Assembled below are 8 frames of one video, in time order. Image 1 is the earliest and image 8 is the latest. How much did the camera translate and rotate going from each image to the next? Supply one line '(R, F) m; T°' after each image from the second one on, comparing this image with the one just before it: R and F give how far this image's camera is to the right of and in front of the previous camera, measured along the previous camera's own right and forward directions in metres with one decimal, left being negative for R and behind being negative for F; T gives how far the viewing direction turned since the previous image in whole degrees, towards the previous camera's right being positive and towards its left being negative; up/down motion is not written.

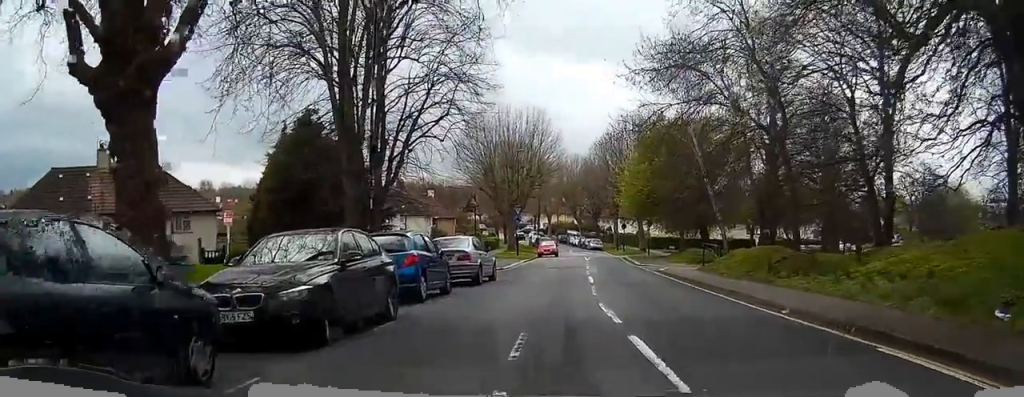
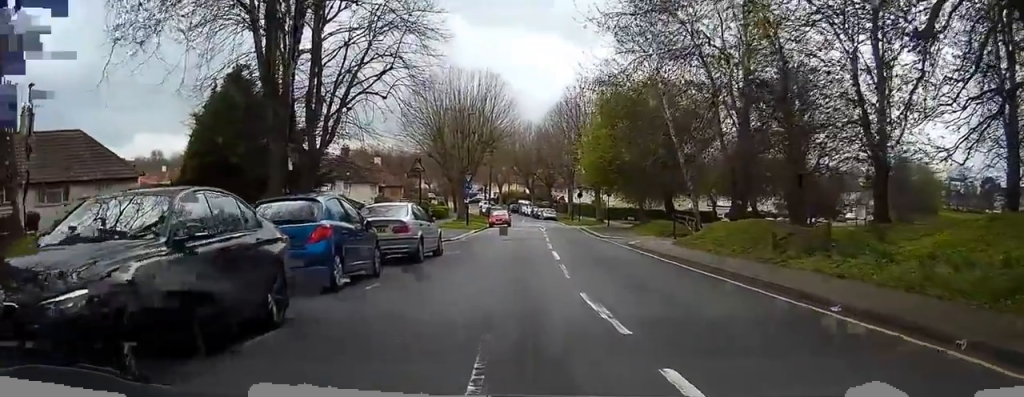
(0.0, +4.9) m; +2°
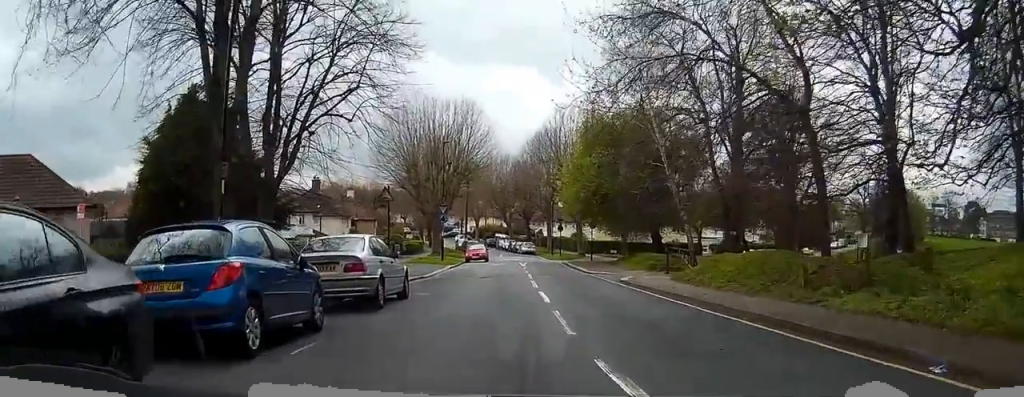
(+0.1, +3.1) m; +2°
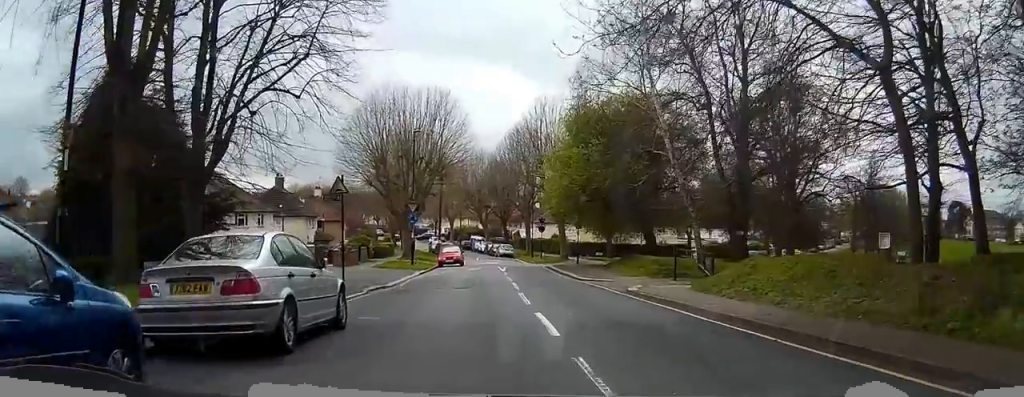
(+0.1, +5.4) m; +3°
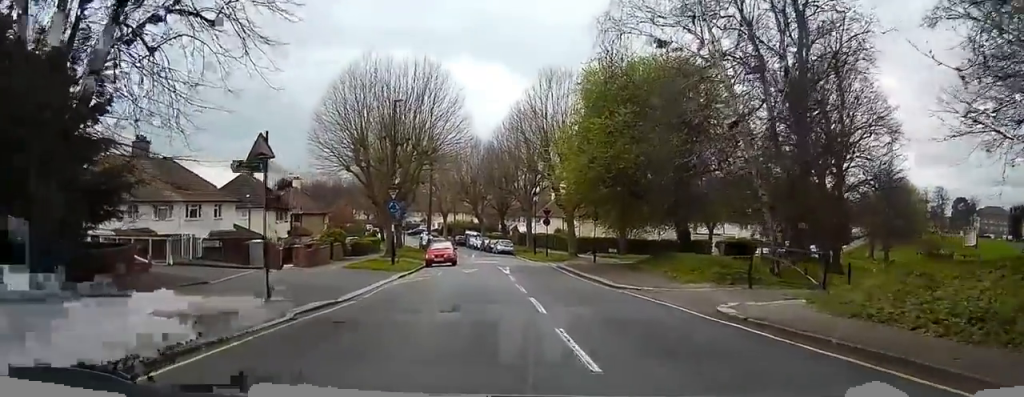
(+0.2, +7.9) m; +2°
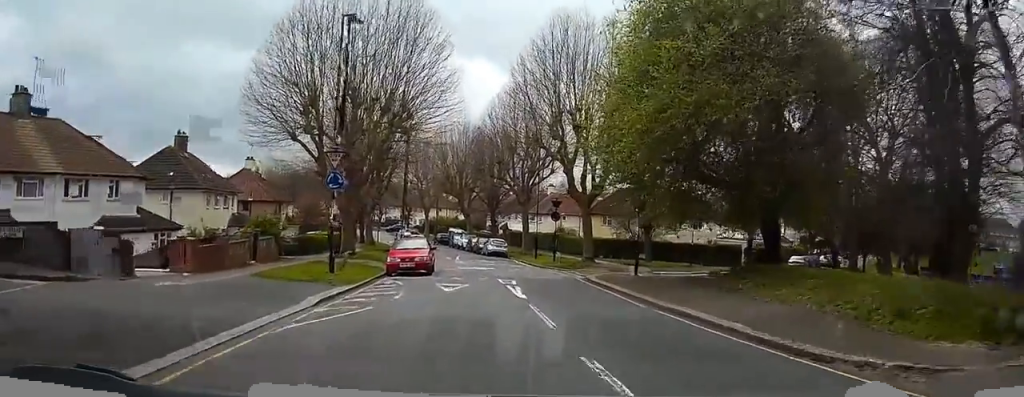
(-0.1, +13.7) m; +1°
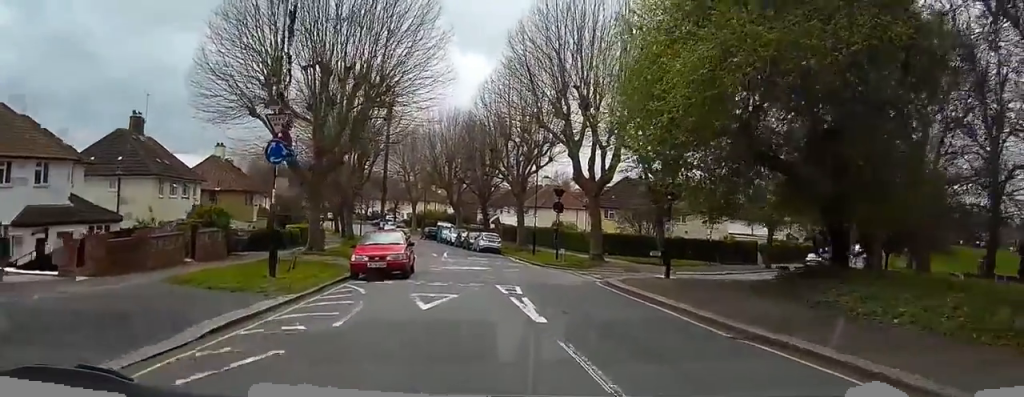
(+0.2, +6.2) m; +1°
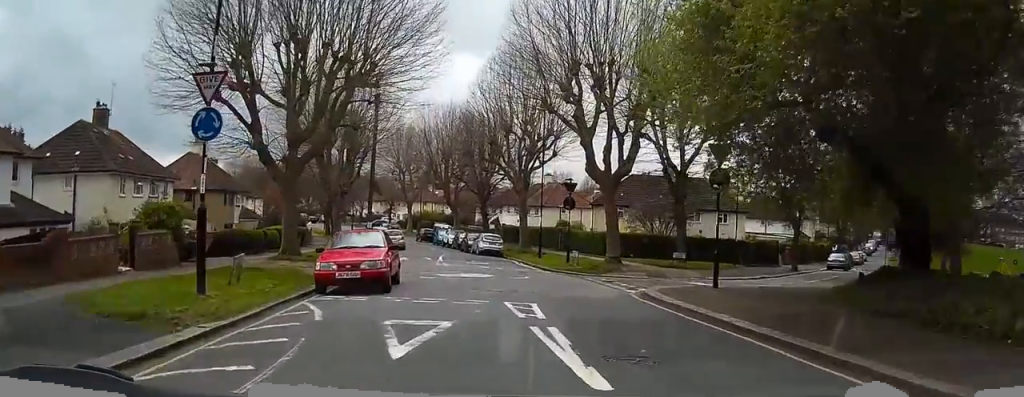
(+0.1, +4.7) m; +1°
